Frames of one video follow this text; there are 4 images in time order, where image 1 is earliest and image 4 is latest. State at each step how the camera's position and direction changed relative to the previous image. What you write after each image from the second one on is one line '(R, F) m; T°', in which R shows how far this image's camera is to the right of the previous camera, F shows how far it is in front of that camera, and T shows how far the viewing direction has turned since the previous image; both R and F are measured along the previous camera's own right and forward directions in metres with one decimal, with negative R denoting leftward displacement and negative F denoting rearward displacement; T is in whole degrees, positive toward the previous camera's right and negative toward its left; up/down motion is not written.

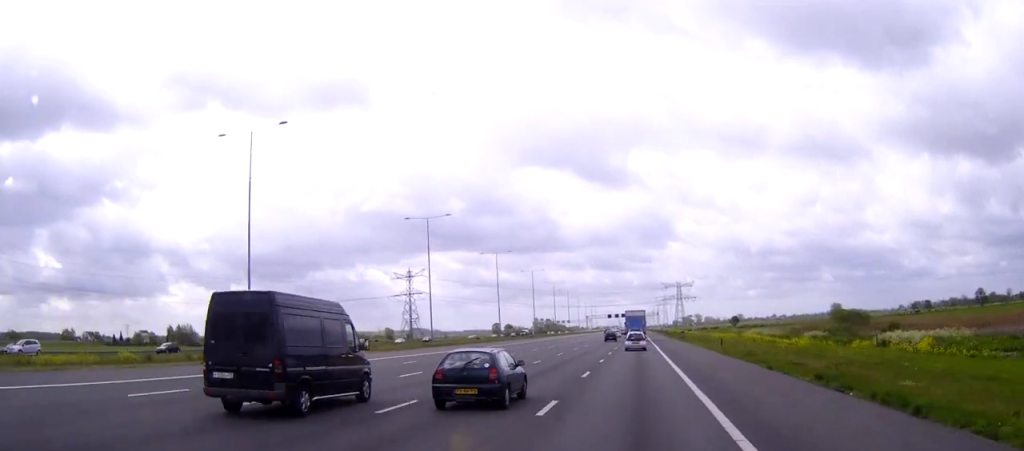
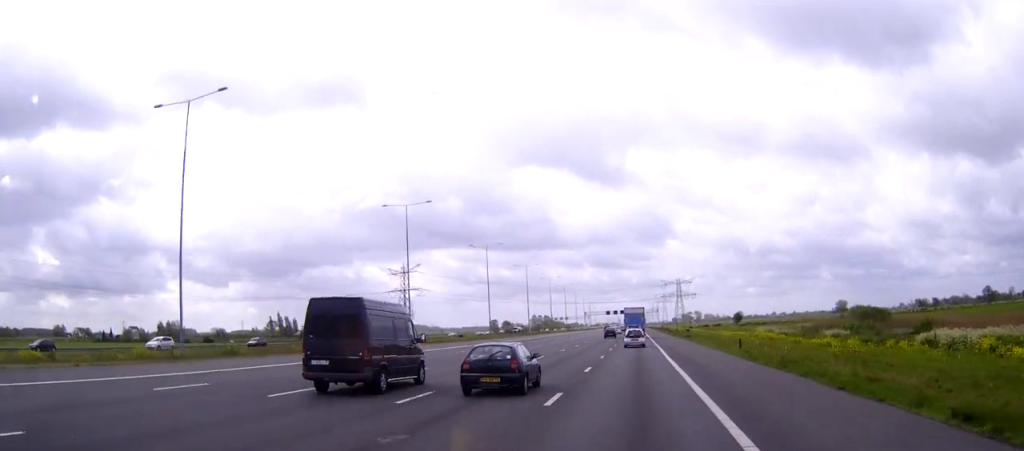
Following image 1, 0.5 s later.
(0.0, +10.5) m; 0°
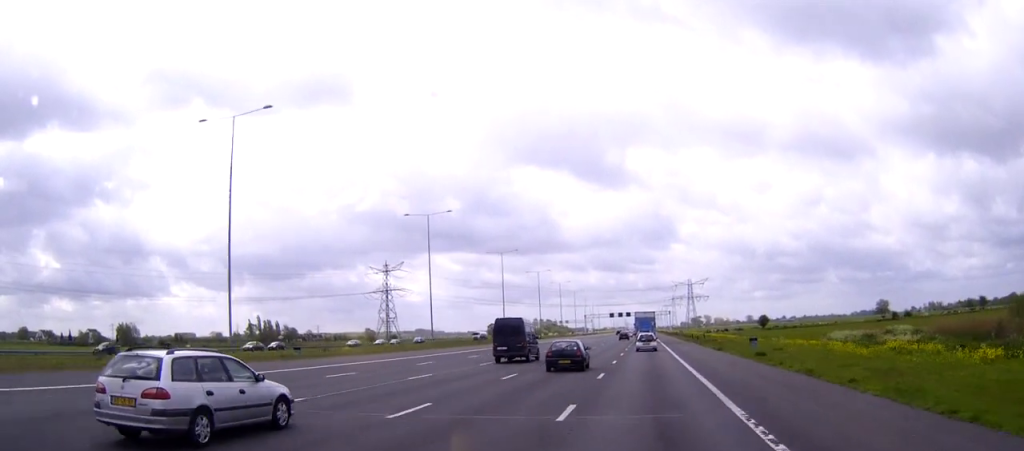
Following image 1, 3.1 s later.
(-0.5, +49.8) m; -1°
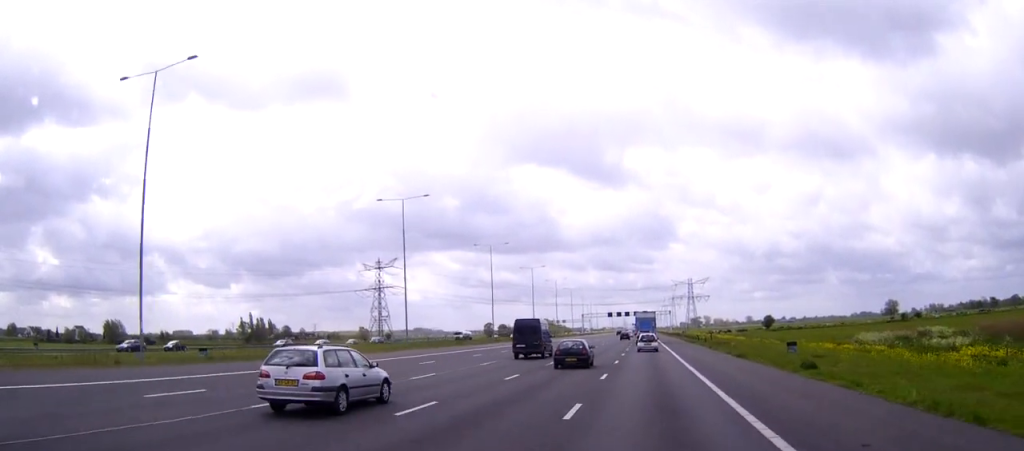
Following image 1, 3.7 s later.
(0.0, +11.8) m; 0°
